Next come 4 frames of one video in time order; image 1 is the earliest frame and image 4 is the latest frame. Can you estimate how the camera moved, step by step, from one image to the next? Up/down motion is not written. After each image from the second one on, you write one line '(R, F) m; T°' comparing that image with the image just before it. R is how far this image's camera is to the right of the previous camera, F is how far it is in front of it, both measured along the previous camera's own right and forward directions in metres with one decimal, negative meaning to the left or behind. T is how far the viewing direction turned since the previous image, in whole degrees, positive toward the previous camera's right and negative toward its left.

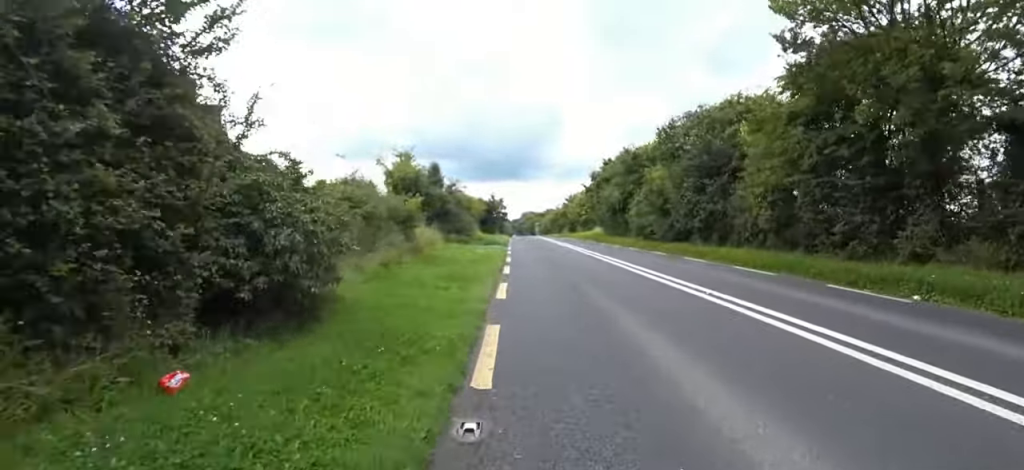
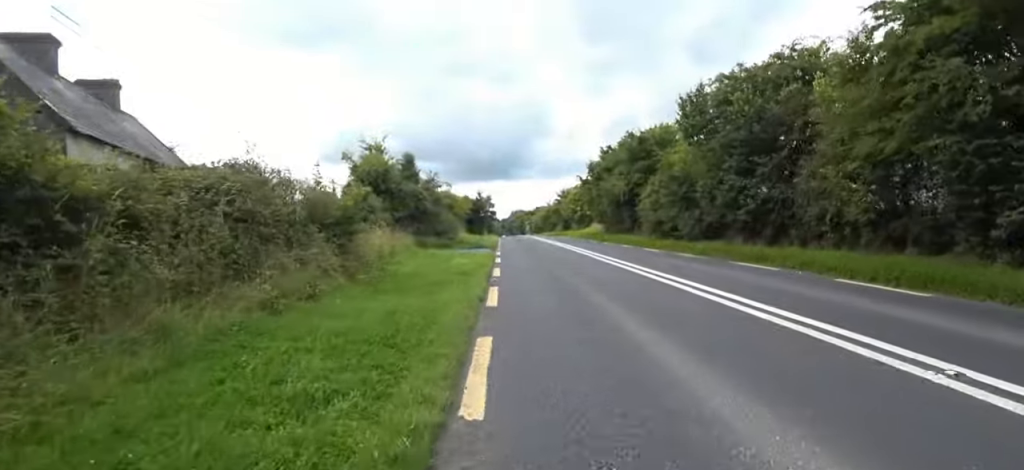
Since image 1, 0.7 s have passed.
(0.0, +4.5) m; 0°
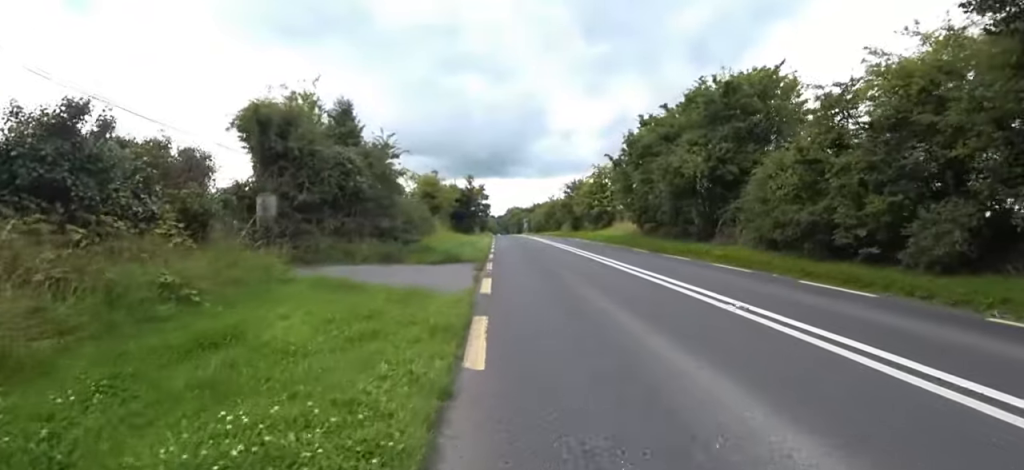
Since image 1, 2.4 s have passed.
(0.0, +11.0) m; 0°
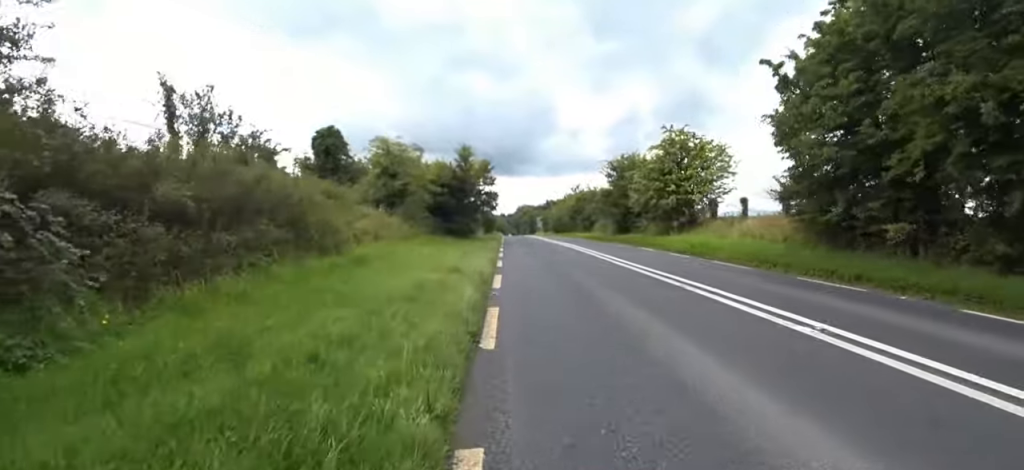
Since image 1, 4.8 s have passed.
(-0.6, +15.0) m; -6°
